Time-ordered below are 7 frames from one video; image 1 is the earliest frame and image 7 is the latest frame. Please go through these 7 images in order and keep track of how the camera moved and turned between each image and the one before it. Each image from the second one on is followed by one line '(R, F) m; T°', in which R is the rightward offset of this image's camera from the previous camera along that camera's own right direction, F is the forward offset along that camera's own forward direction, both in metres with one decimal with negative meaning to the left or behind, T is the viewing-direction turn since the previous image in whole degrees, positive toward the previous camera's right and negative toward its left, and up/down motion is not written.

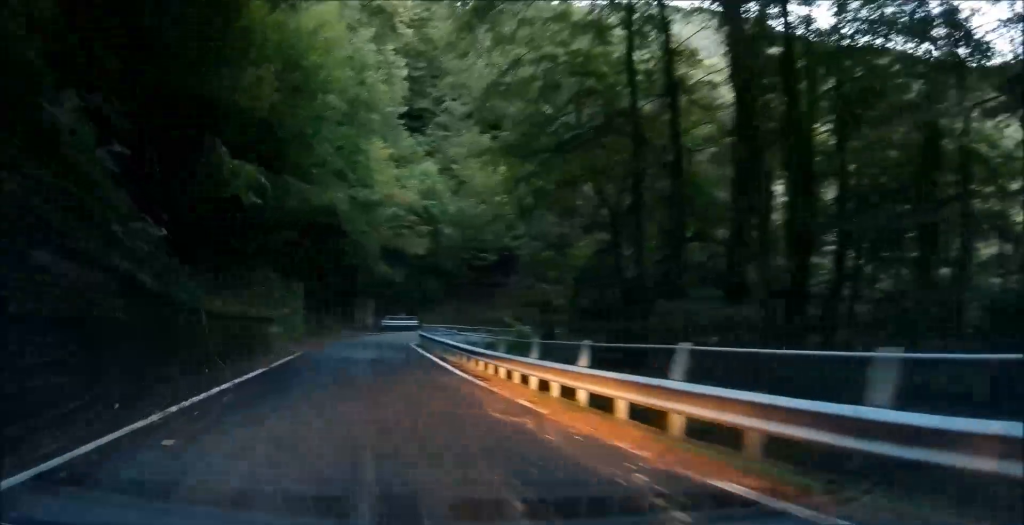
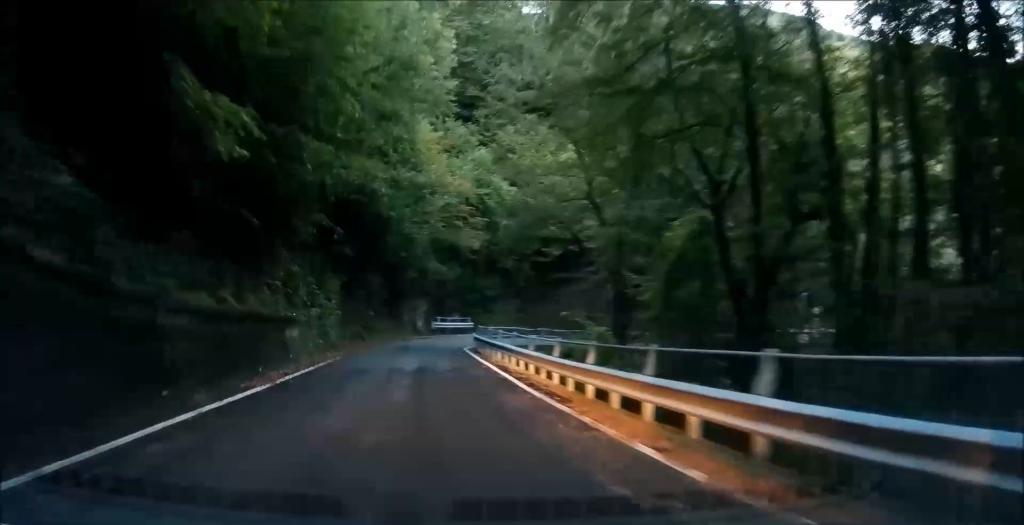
(-0.1, +3.9) m; -1°
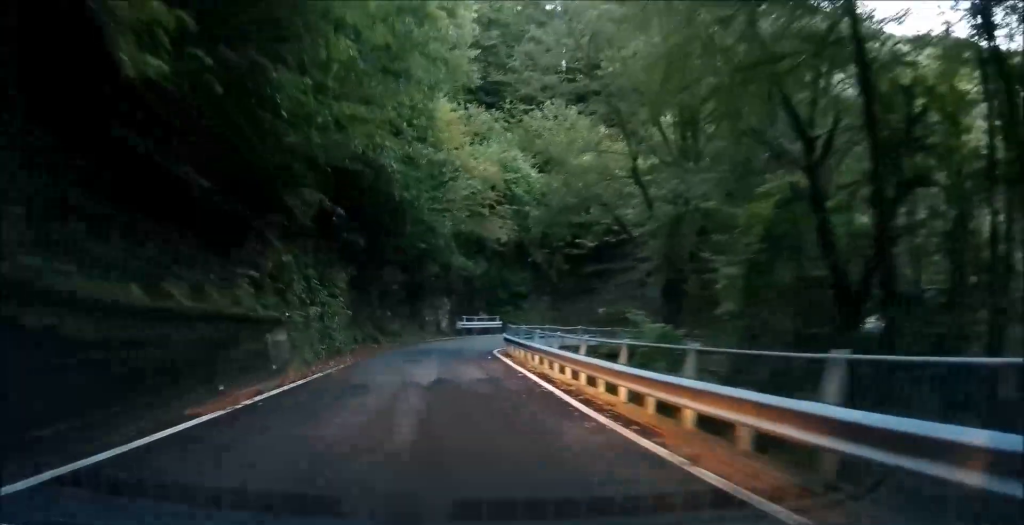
(0.0, +3.5) m; +1°
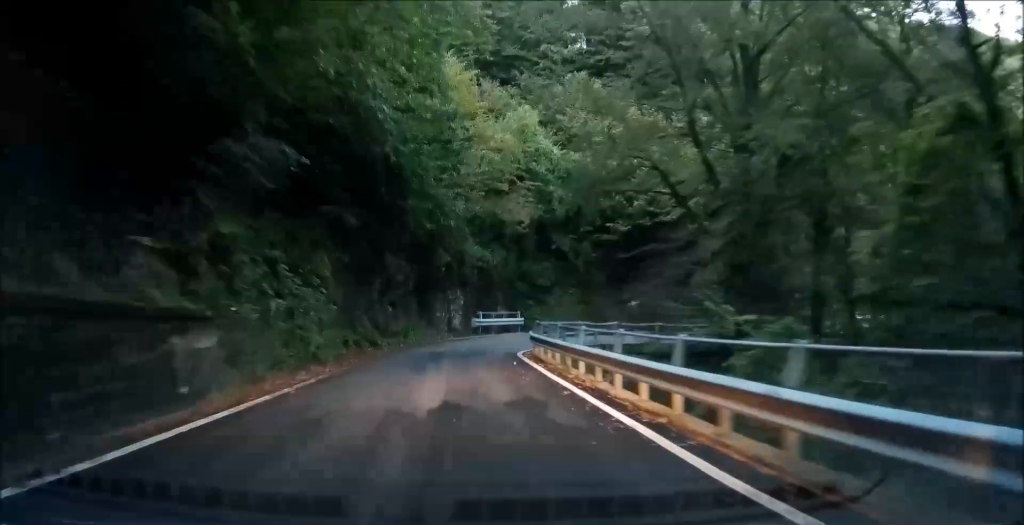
(+0.1, +4.9) m; +1°
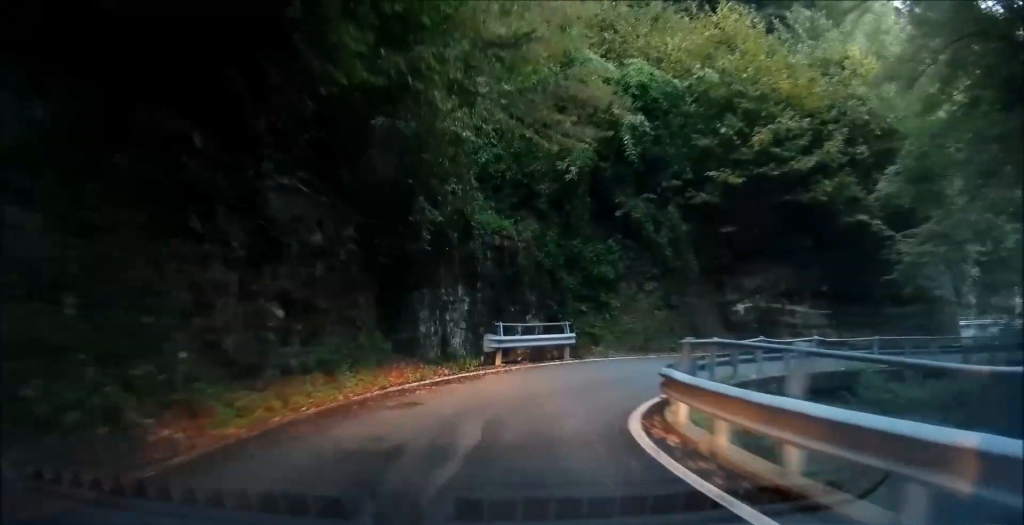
(+0.2, +14.5) m; +4°
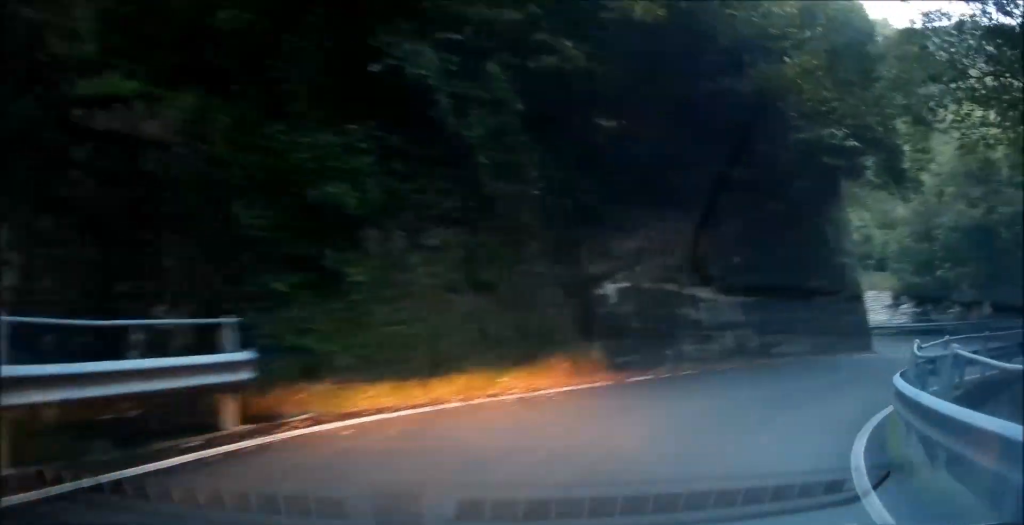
(+0.3, +14.9) m; +6°
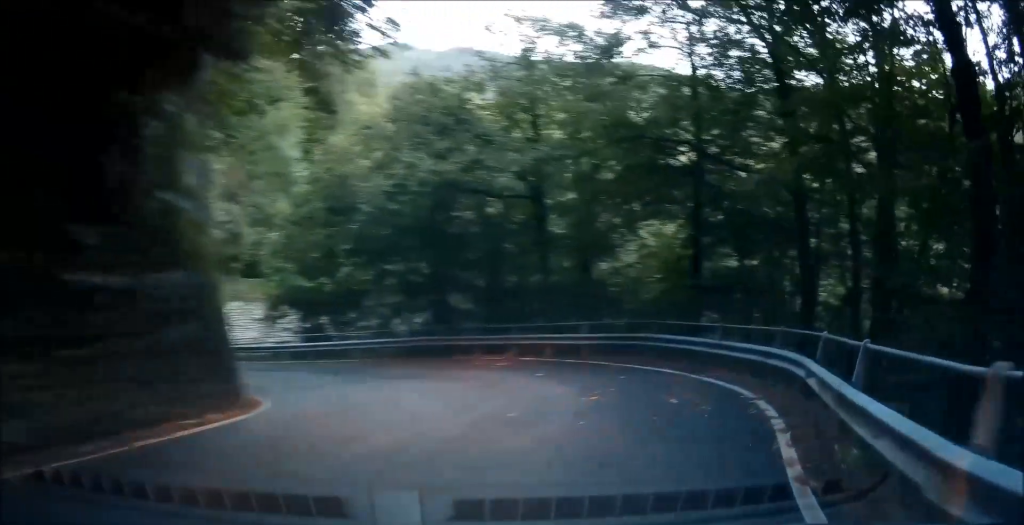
(+3.3, +11.9) m; +27°
